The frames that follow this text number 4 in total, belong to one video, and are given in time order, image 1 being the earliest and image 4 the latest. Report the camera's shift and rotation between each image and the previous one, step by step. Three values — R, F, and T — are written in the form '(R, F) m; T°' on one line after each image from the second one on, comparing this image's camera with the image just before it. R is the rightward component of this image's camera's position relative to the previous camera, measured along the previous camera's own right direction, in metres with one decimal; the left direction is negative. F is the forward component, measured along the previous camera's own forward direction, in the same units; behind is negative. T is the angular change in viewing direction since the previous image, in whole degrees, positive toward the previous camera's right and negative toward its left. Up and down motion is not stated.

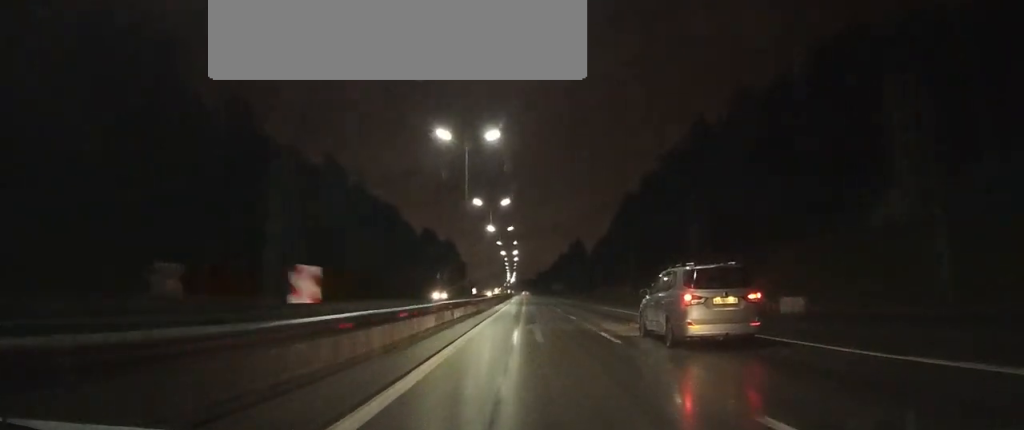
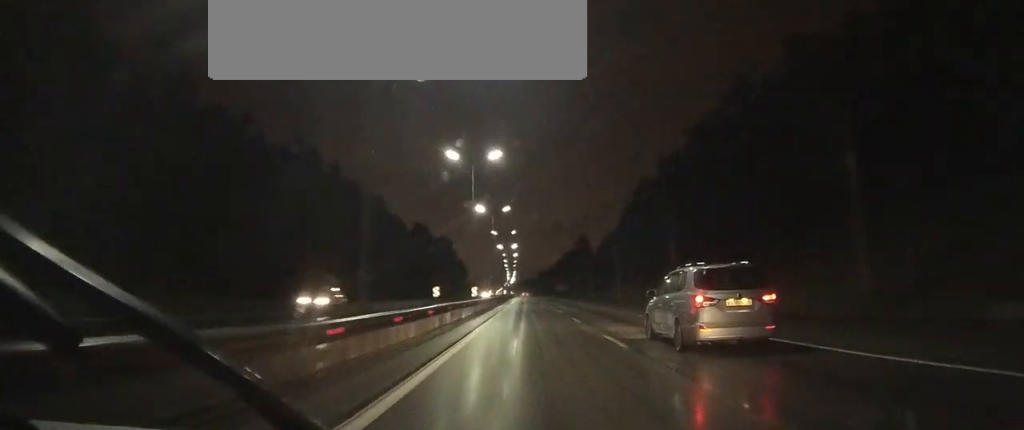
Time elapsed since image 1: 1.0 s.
(0.0, +23.1) m; 0°
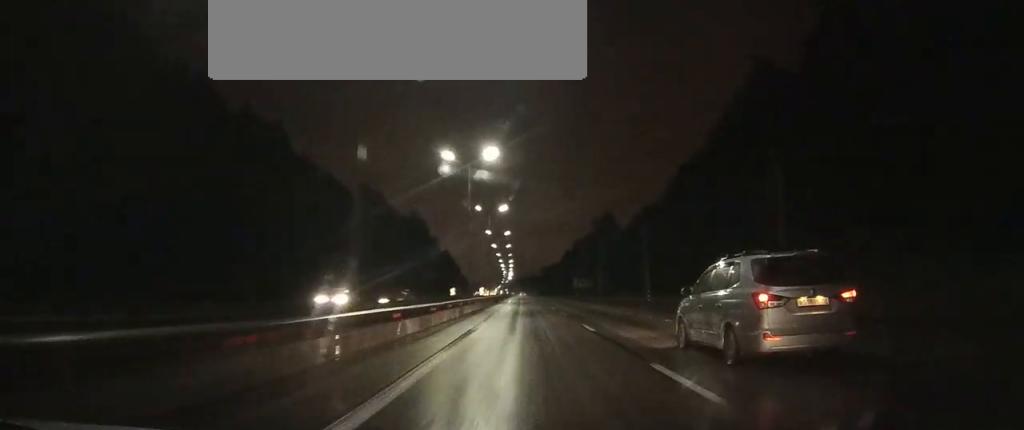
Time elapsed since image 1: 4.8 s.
(-0.2, +83.1) m; 0°
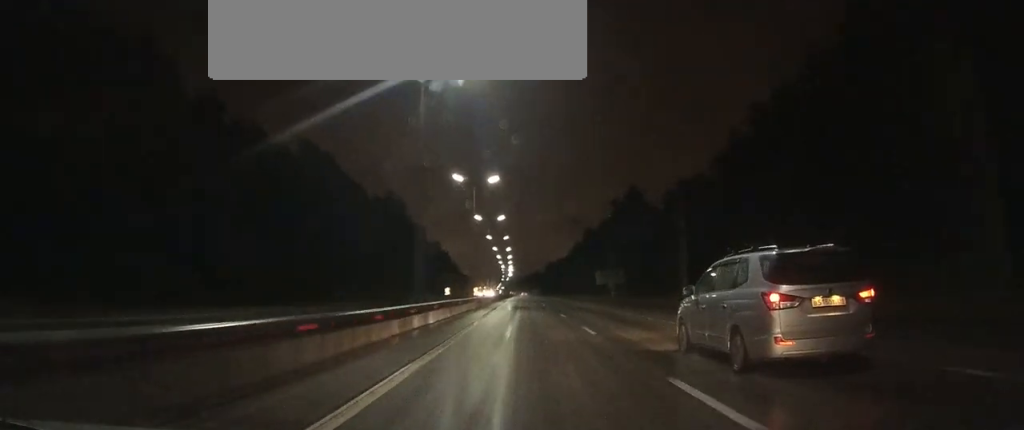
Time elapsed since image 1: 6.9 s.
(-0.1, +56.6) m; 0°
